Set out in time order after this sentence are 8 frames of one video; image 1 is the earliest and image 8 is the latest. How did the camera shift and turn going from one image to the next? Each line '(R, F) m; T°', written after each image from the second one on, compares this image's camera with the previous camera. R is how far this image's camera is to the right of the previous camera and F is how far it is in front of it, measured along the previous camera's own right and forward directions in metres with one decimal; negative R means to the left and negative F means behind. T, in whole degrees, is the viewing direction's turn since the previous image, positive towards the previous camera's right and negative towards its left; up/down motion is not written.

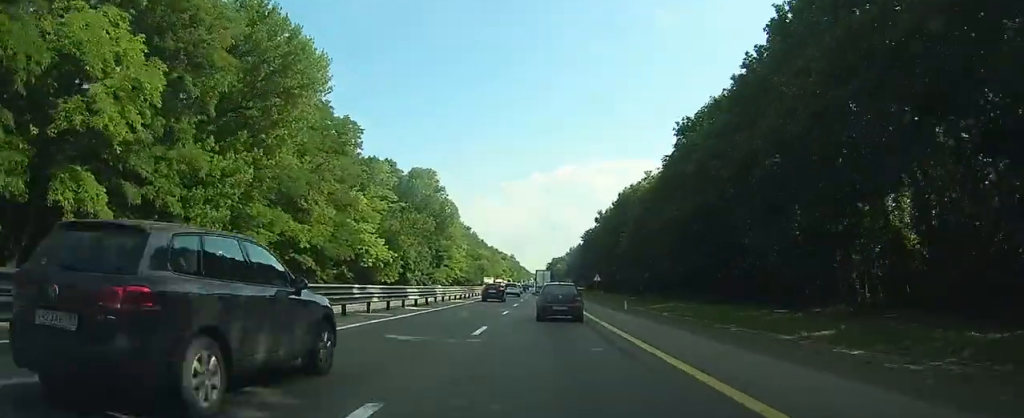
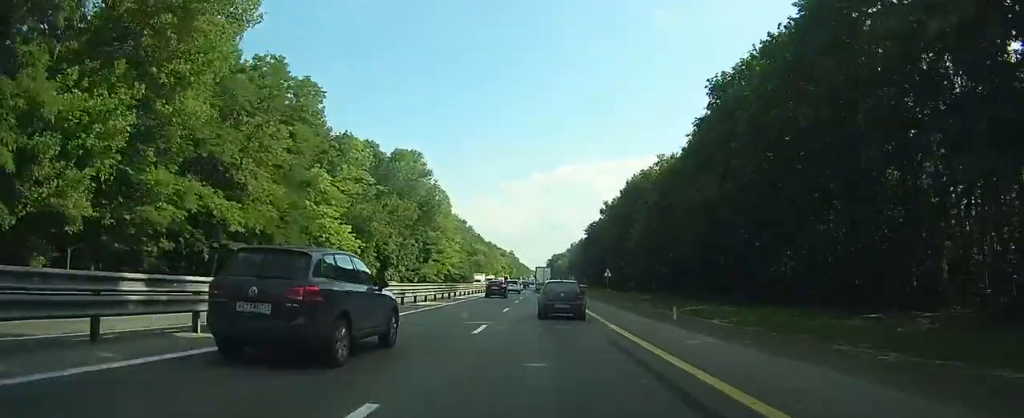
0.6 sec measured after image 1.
(+0.1, +14.9) m; 0°
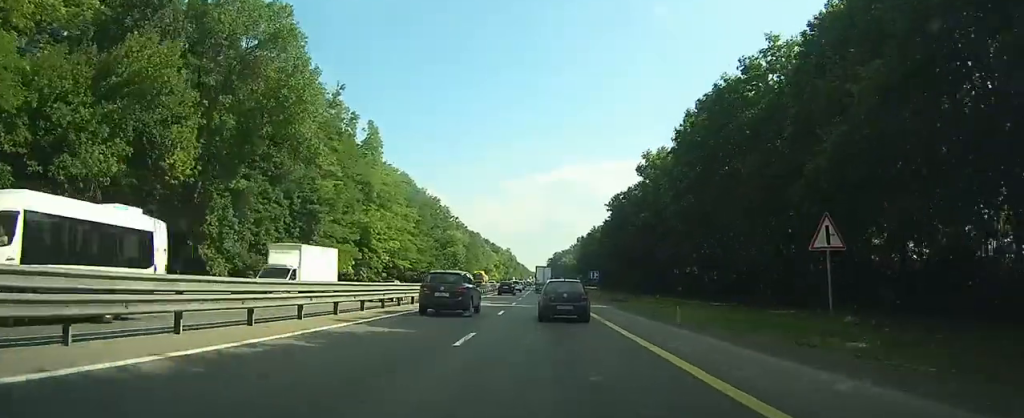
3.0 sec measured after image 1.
(-0.1, +97.3) m; 0°
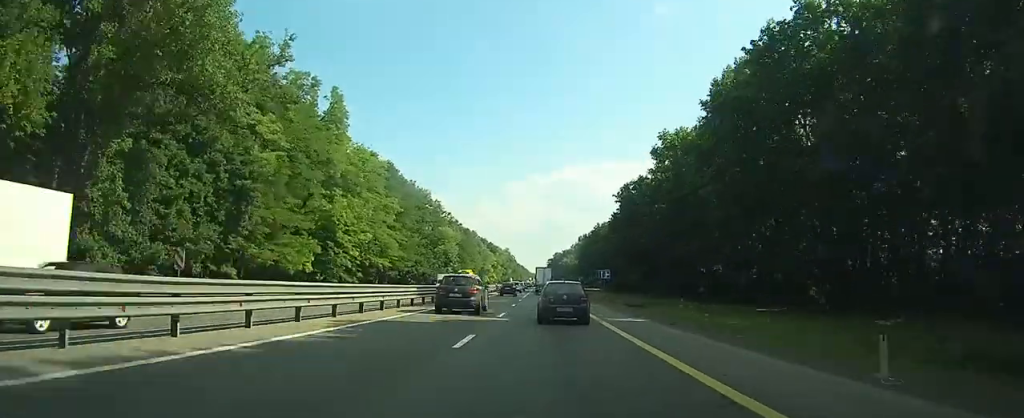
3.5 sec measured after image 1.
(0.0, +19.8) m; 0°
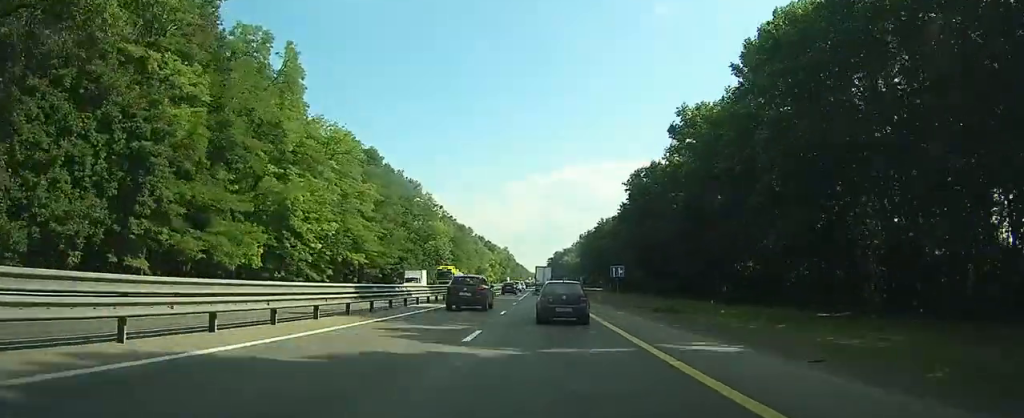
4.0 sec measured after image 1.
(0.0, +16.3) m; 0°
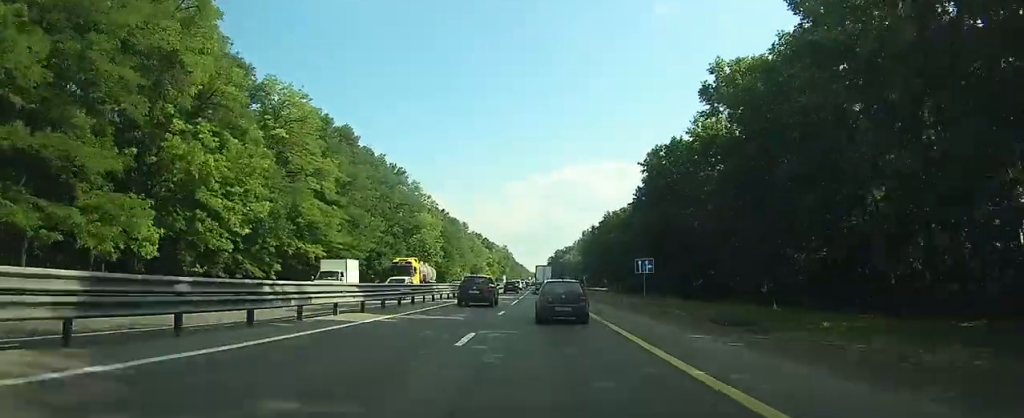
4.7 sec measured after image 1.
(0.0, +16.7) m; 0°
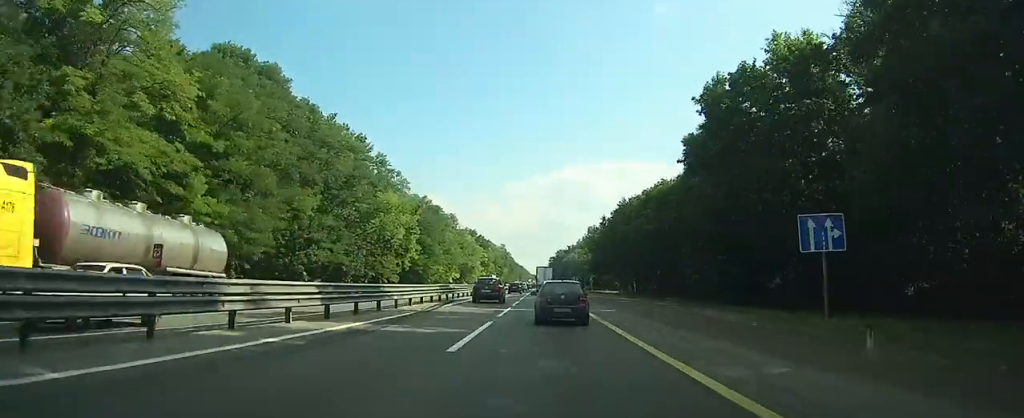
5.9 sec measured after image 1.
(0.0, +27.5) m; 0°
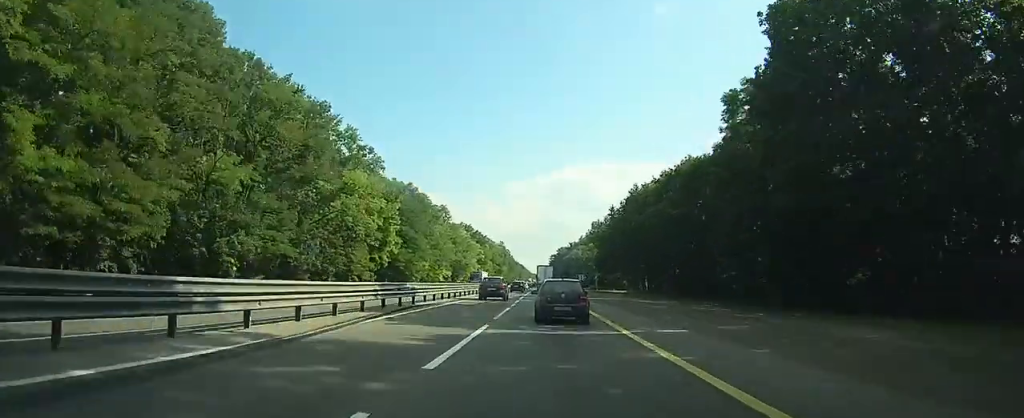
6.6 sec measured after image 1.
(-0.1, +14.3) m; 0°
